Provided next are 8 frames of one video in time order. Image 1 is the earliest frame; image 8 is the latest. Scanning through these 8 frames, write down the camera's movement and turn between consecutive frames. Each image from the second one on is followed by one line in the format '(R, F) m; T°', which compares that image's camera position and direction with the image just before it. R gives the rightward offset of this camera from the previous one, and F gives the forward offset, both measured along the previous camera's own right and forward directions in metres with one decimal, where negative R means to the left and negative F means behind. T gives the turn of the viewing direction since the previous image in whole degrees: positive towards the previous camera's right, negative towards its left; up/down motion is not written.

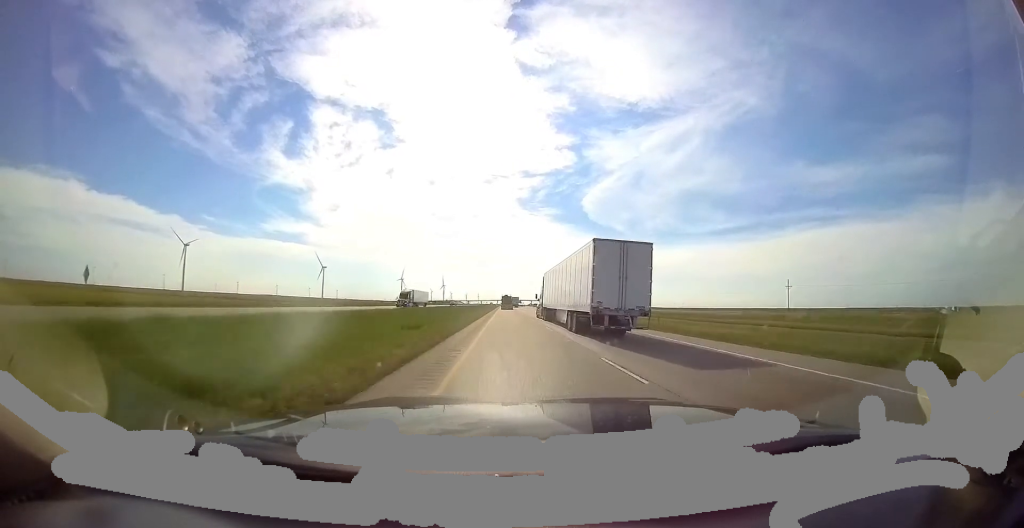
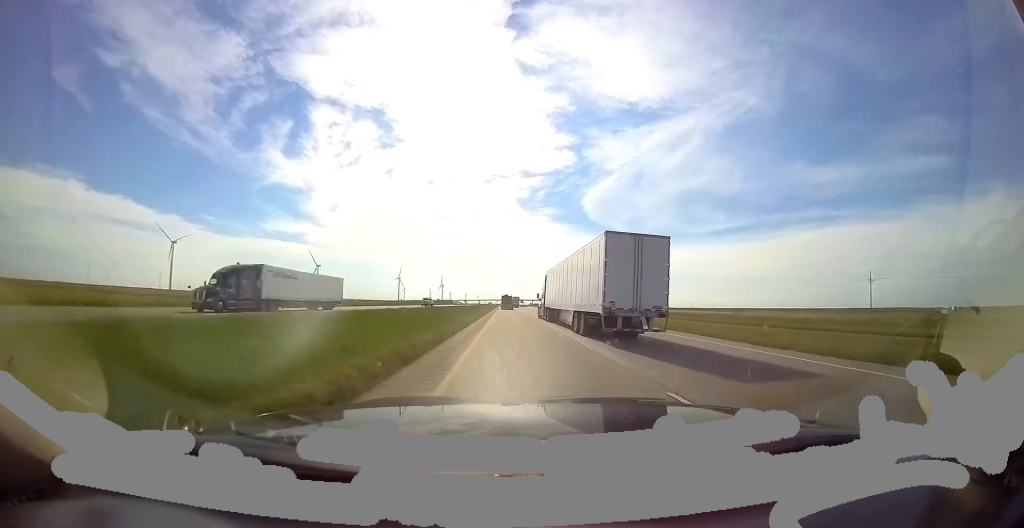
(+0.1, +27.7) m; 0°
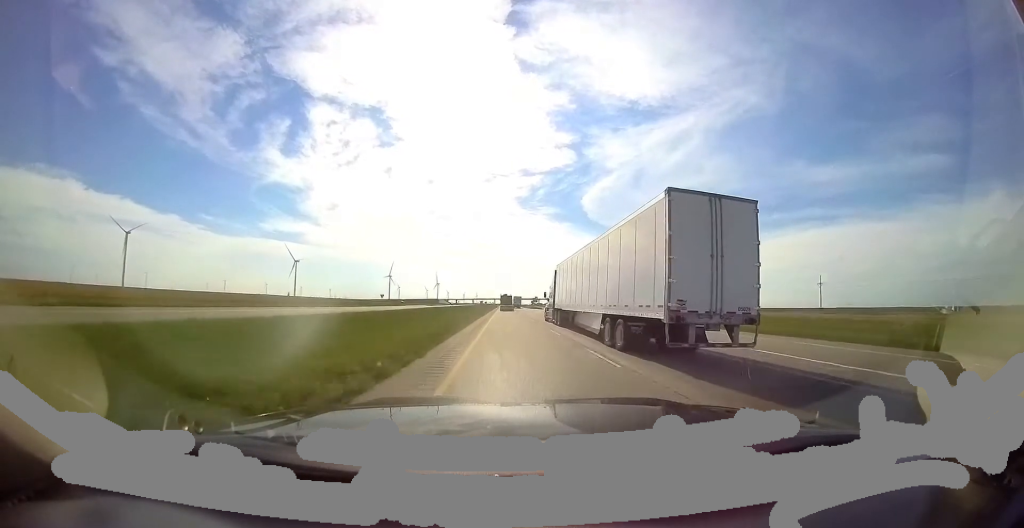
(+0.3, +92.3) m; 0°
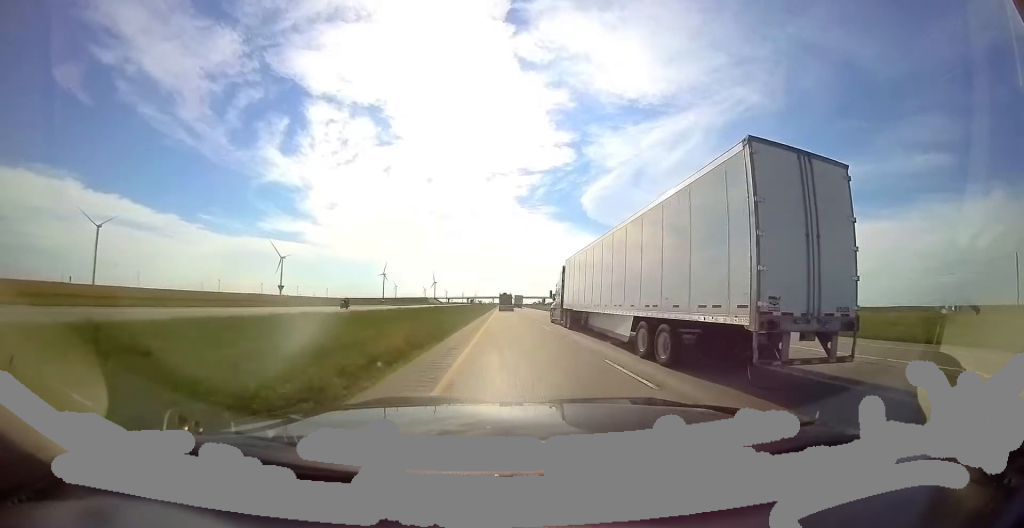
(-0.2, +50.7) m; 0°
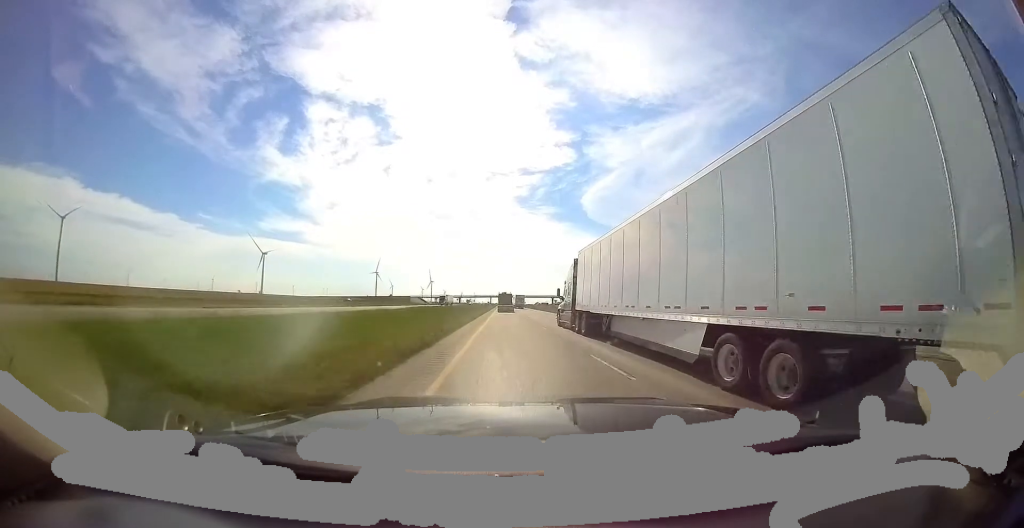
(0.0, +59.9) m; 0°
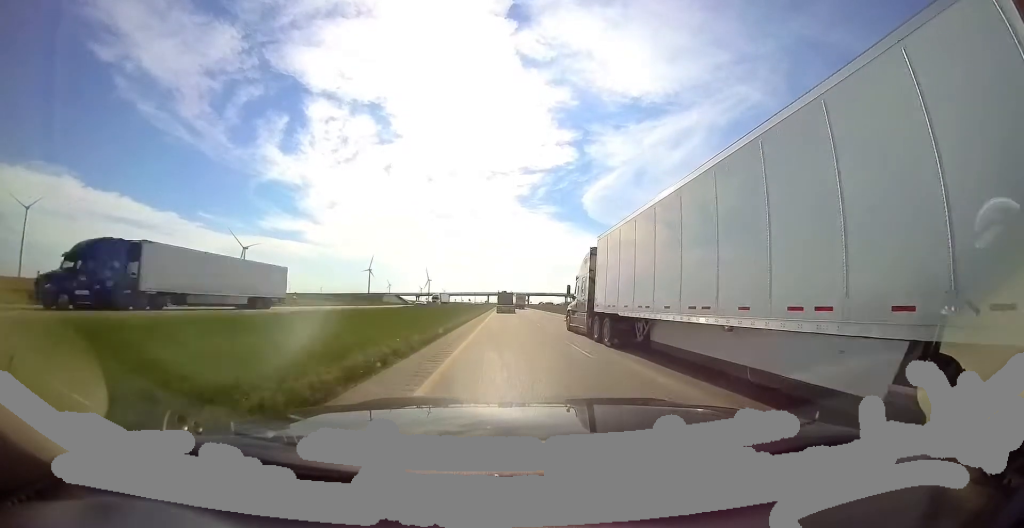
(-0.5, +57.5) m; 0°
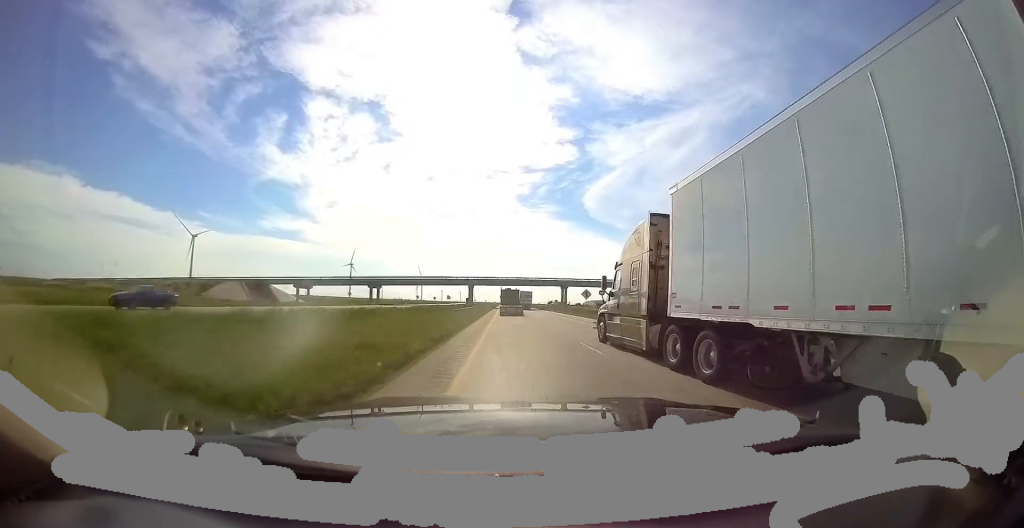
(+1.0, +120.7) m; 0°
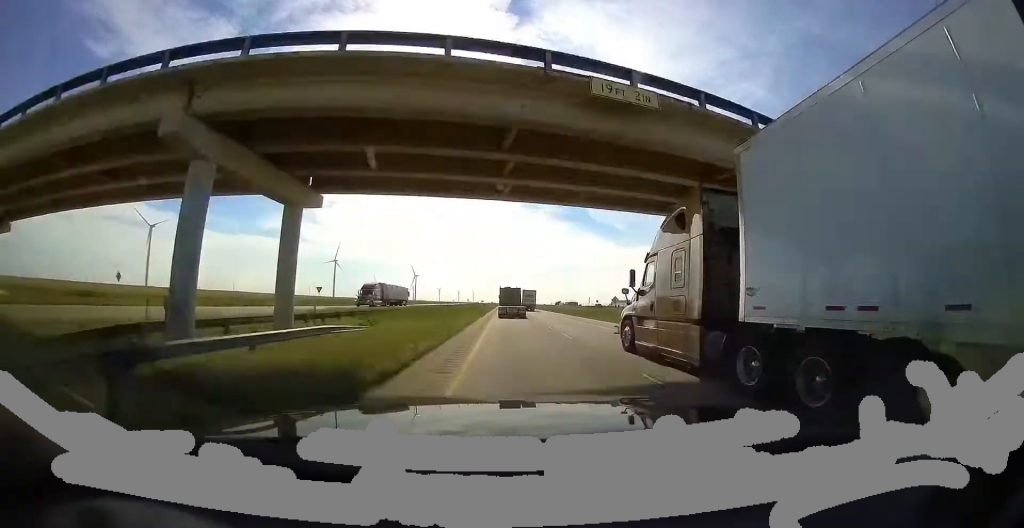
(-0.5, +78.1) m; 0°
